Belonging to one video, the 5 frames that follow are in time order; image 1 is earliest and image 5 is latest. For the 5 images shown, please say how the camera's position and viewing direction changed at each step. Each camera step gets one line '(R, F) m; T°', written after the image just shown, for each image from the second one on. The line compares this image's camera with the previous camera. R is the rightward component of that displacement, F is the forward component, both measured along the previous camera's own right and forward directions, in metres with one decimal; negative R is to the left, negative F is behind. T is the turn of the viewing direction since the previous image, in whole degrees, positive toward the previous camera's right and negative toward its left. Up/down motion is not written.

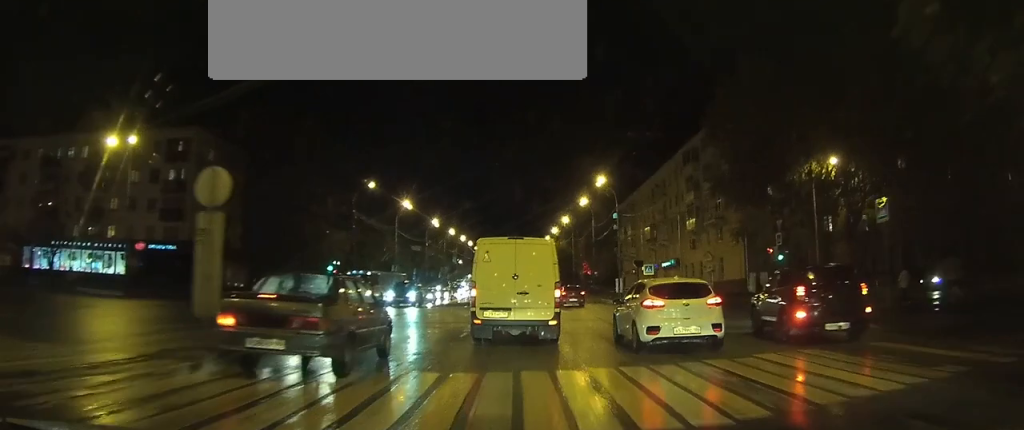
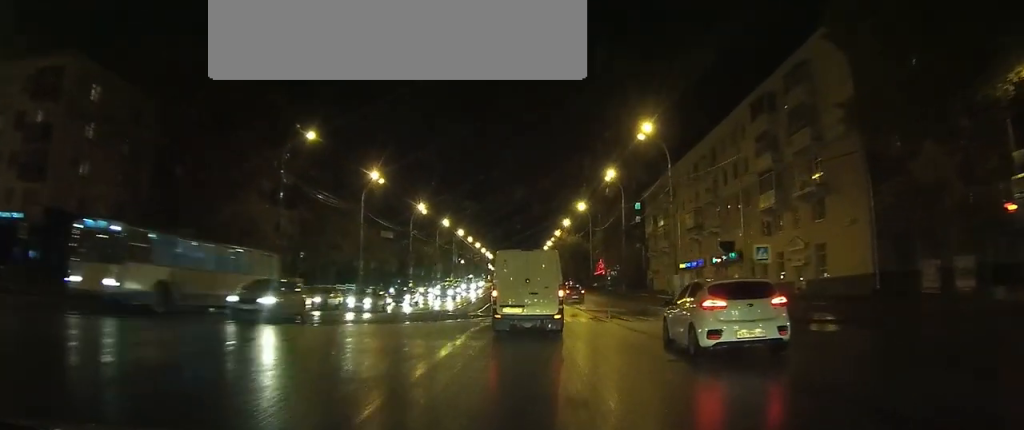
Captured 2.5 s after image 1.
(+0.2, +24.6) m; +2°
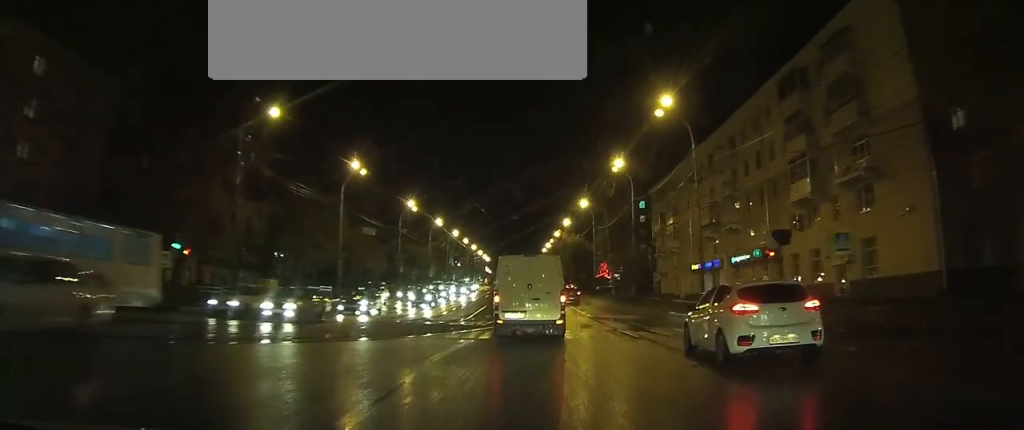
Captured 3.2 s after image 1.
(+0.2, +7.3) m; +1°
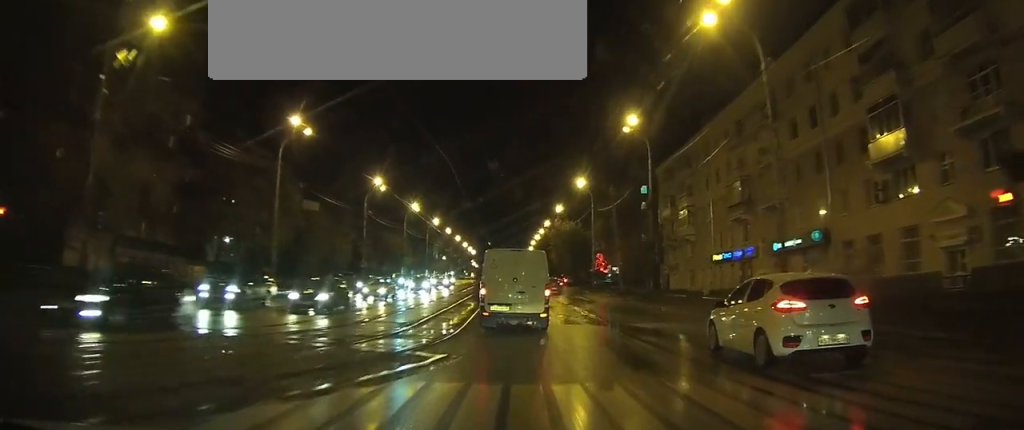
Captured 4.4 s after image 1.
(0.0, +14.0) m; 0°
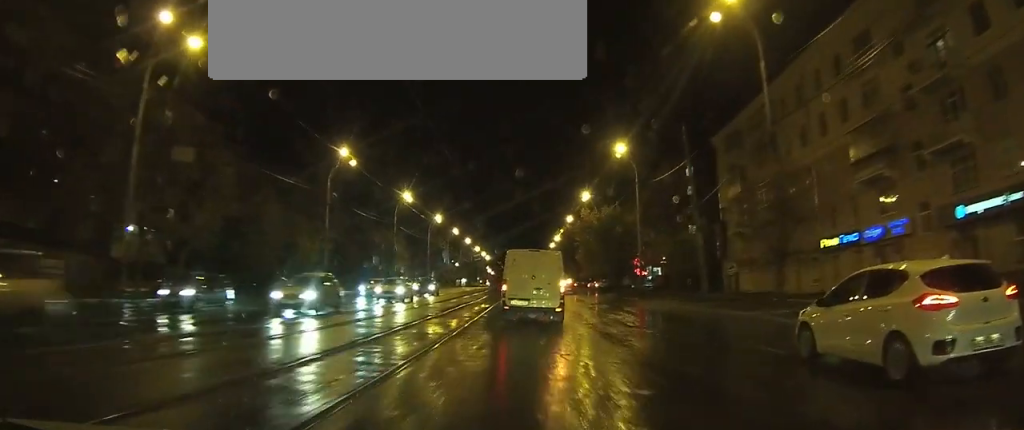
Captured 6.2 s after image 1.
(-0.1, +21.3) m; -1°
